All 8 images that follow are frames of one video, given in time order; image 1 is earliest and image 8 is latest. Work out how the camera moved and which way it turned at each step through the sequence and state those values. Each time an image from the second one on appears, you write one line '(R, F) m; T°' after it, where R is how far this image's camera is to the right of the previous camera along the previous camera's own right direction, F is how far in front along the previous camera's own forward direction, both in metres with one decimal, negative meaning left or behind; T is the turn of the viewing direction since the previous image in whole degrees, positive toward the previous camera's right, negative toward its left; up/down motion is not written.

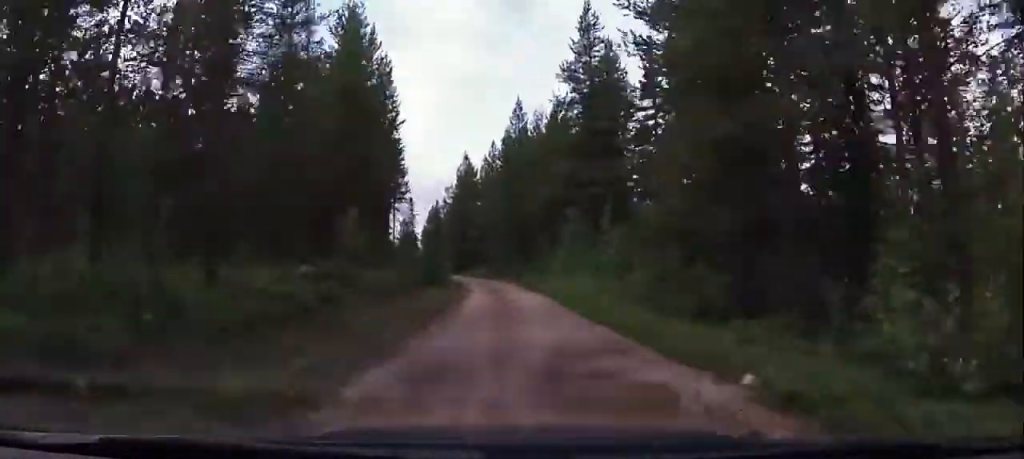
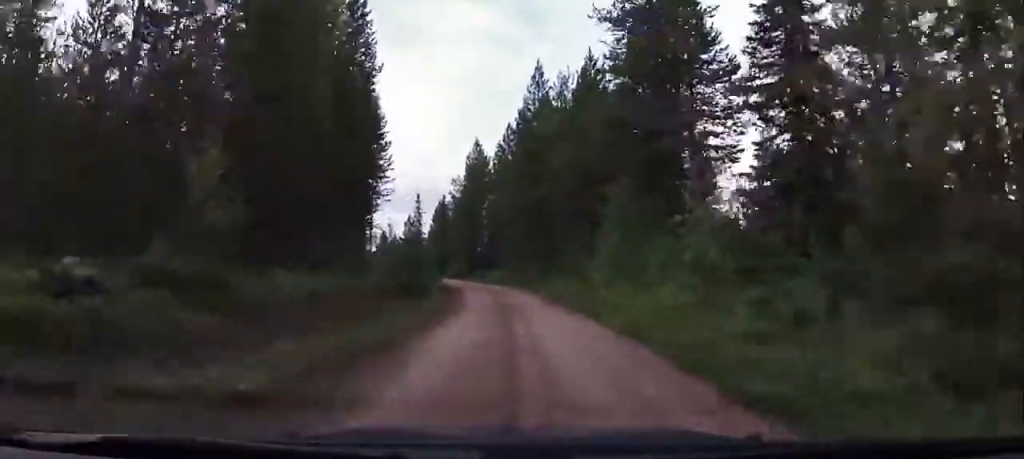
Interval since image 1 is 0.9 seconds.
(0.0, +13.8) m; -3°
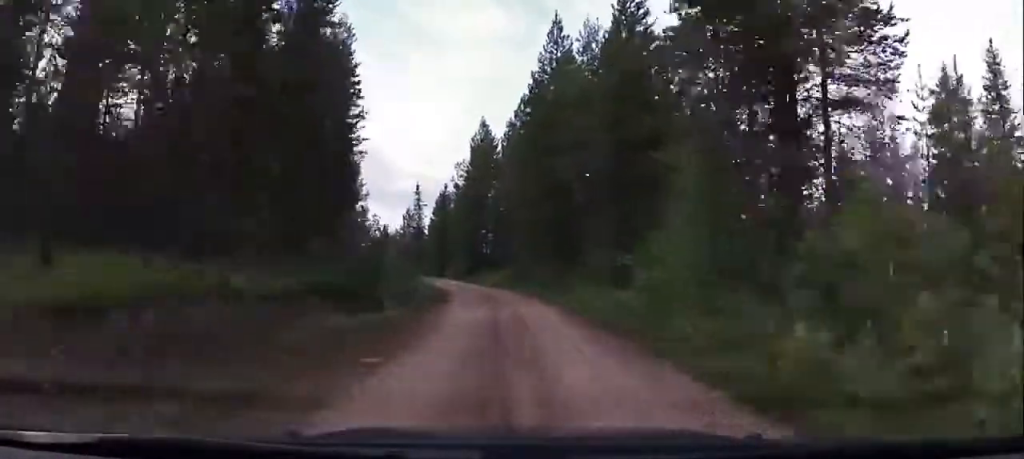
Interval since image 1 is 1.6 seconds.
(-0.3, +10.5) m; -3°
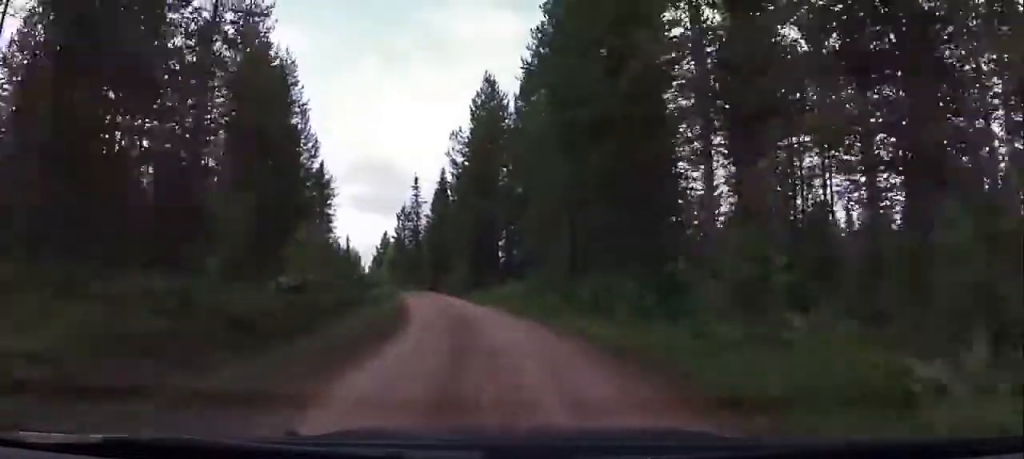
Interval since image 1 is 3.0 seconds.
(-0.8, +19.8) m; -3°
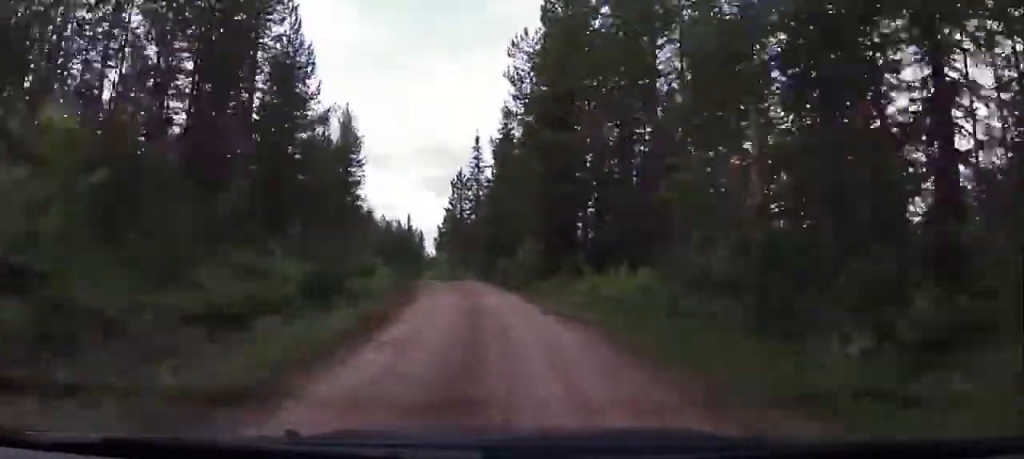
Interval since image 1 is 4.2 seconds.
(-0.1, +17.7) m; -5°
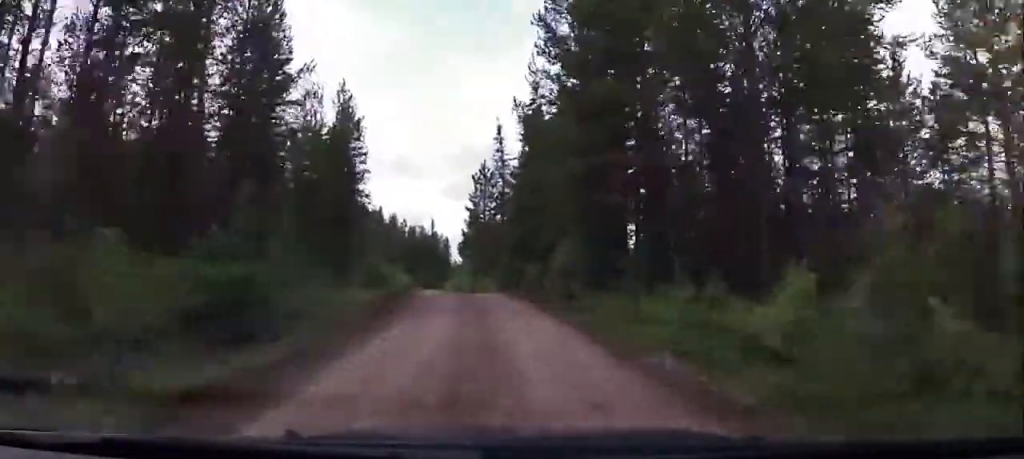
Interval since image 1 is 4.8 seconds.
(-0.7, +8.7) m; -11°
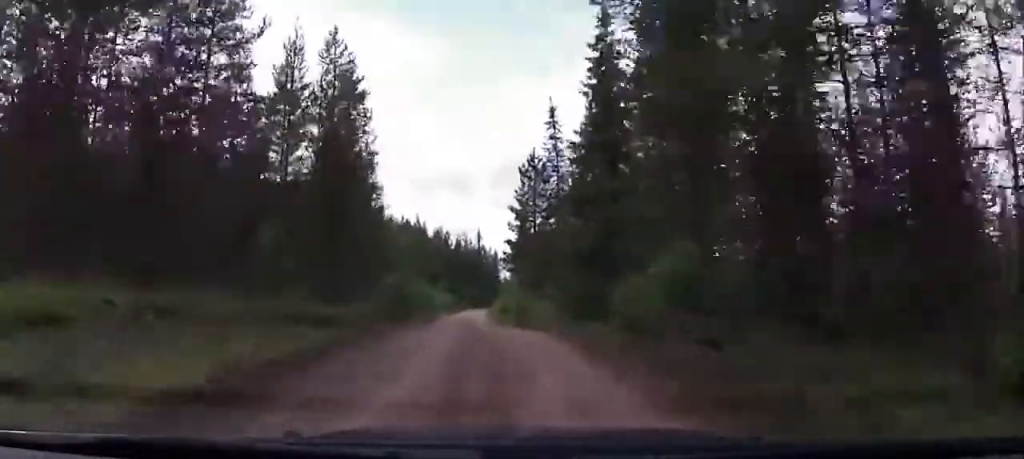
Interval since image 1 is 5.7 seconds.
(-1.9, +11.3) m; -2°
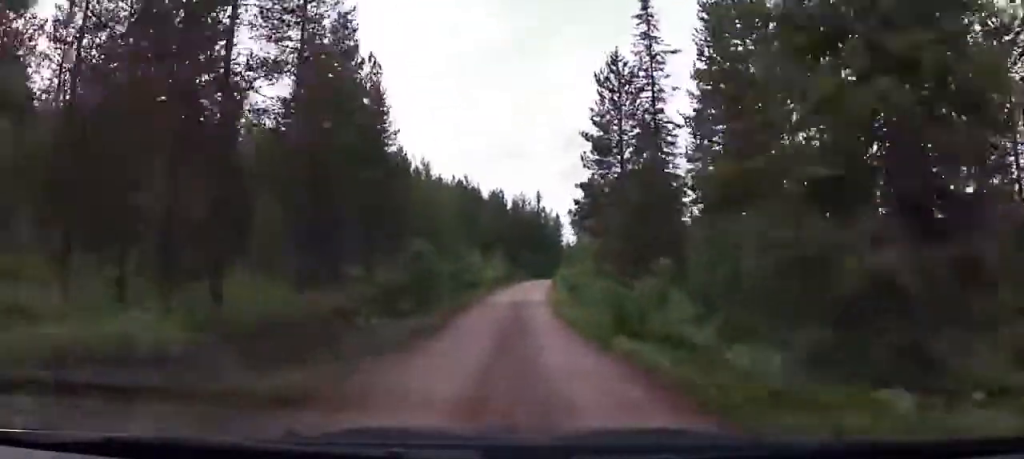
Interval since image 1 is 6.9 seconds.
(+2.4, +13.4) m; +15°
